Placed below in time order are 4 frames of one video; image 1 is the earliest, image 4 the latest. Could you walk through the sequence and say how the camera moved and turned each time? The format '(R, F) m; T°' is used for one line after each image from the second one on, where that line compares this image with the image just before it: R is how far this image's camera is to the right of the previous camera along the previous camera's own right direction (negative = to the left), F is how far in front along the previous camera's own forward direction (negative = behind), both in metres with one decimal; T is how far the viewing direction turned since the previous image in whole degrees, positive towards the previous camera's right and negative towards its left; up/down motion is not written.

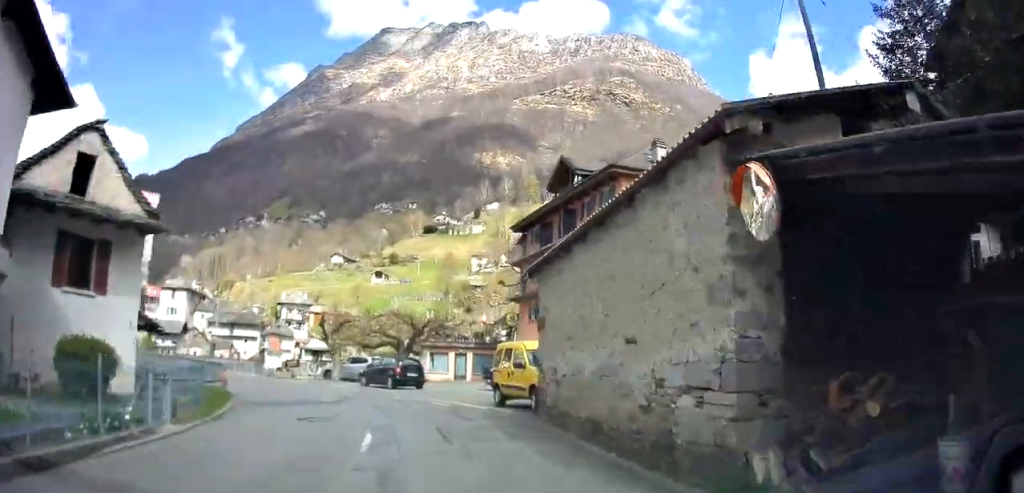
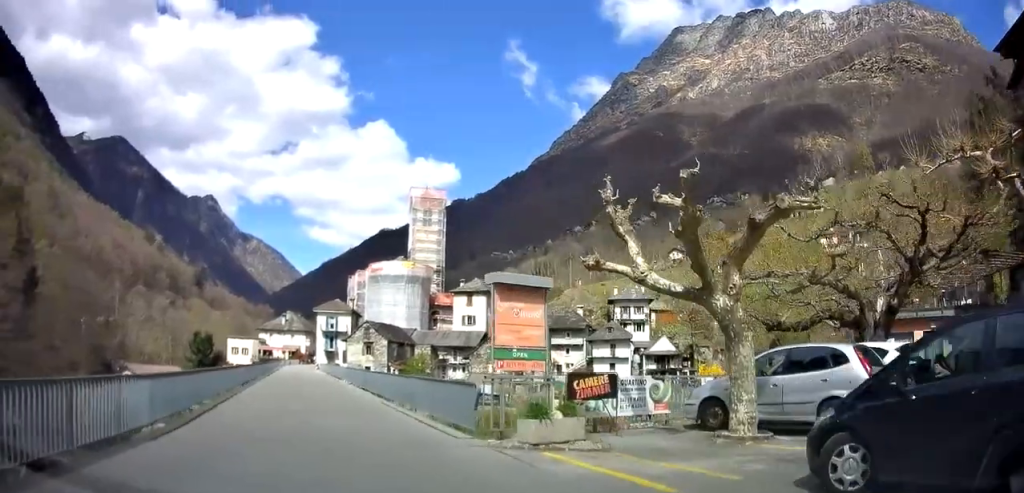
(-7.1, +24.6) m; -36°
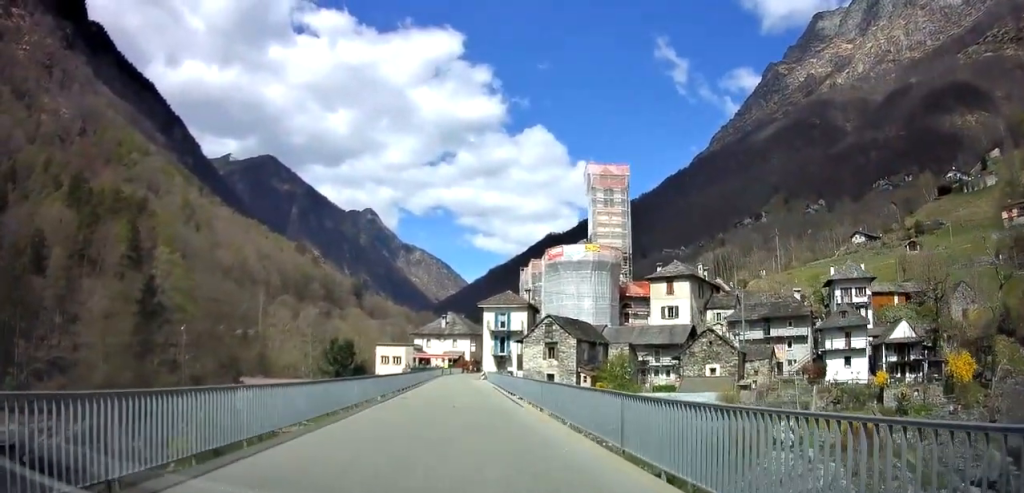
(-2.6, +16.8) m; -7°
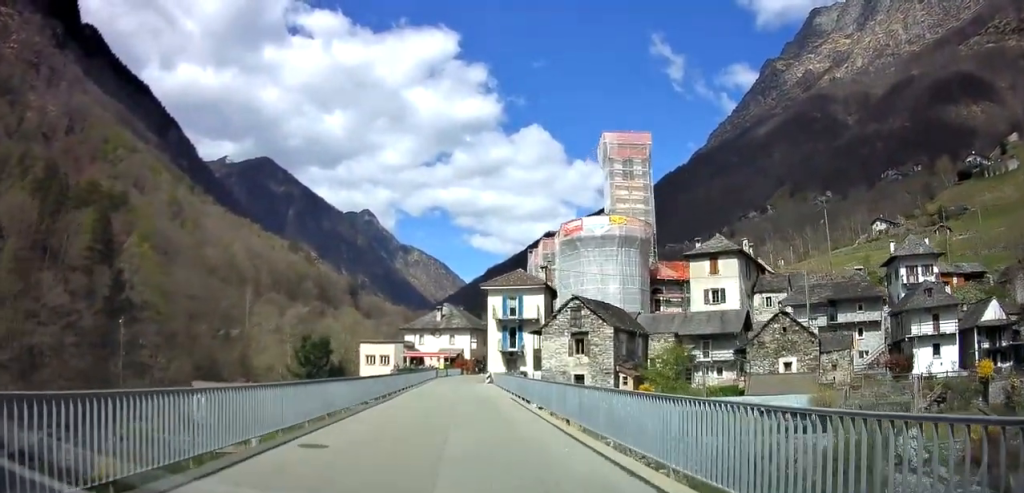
(+0.1, +14.2) m; 0°
